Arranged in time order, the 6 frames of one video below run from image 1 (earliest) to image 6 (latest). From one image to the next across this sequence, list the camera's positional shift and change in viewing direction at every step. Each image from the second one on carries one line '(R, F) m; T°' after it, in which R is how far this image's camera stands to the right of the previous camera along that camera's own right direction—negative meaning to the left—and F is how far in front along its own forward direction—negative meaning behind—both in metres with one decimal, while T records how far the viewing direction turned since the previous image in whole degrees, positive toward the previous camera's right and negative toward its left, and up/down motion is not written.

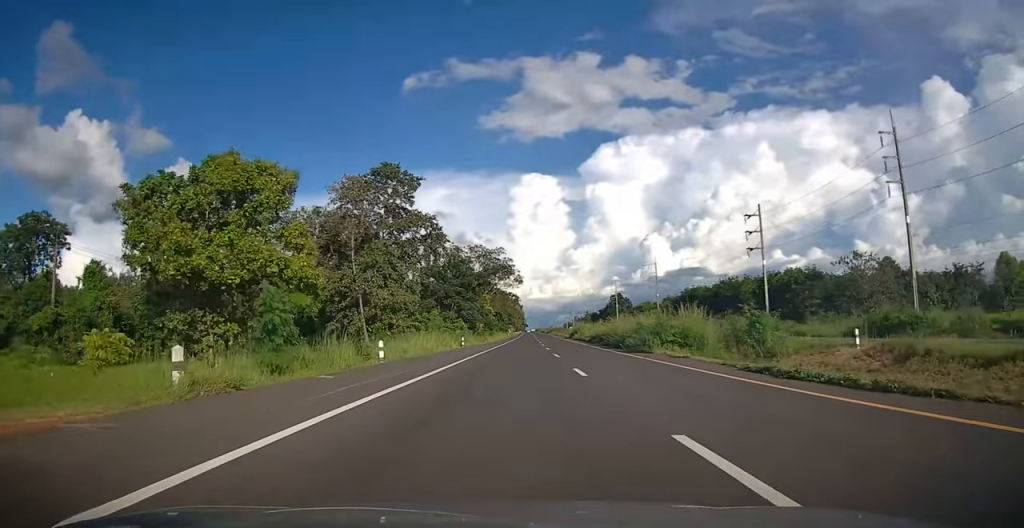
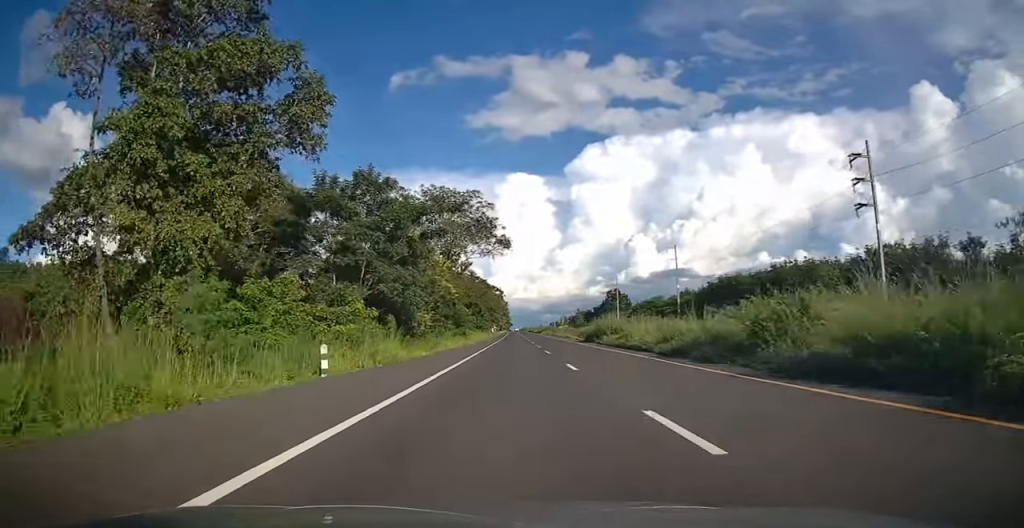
(+0.3, +33.9) m; +2°
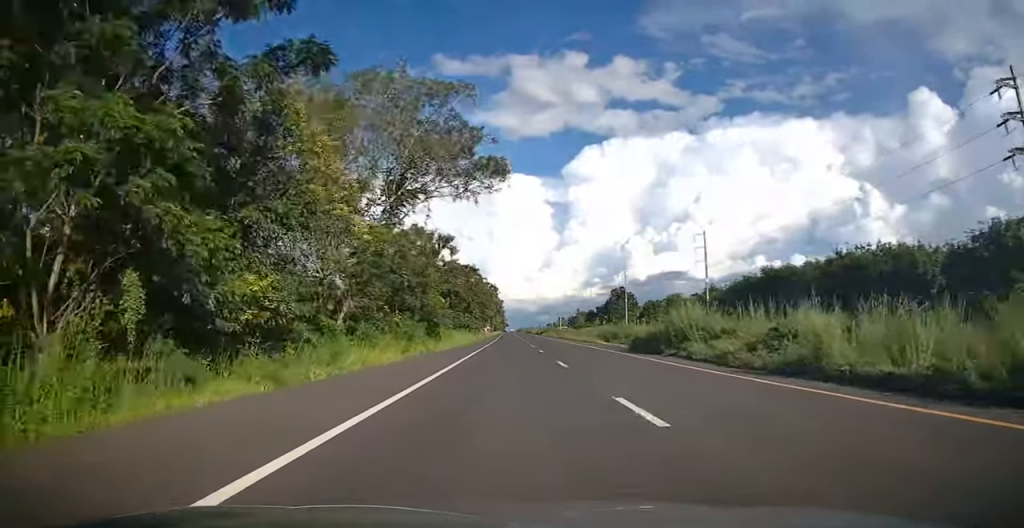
(+0.3, +22.3) m; +1°
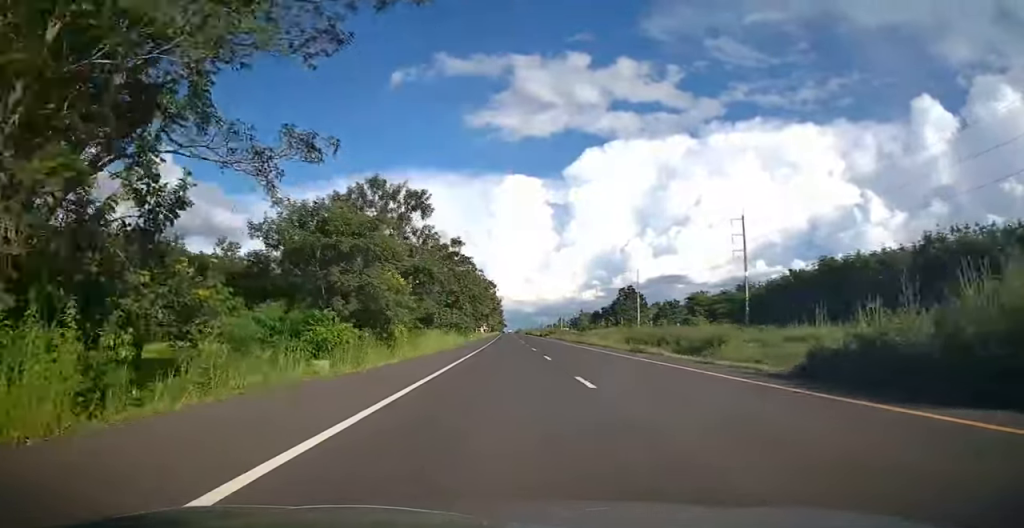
(0.0, +19.0) m; 0°
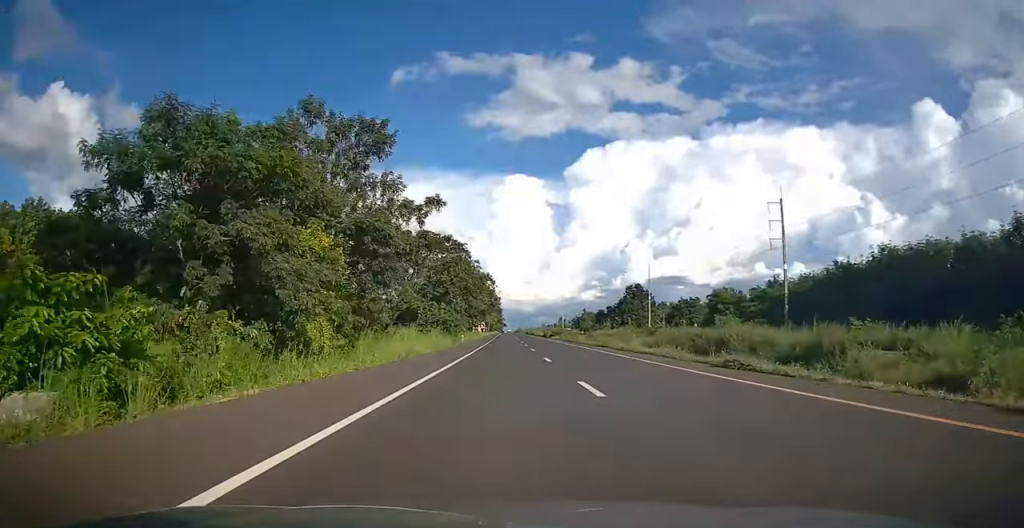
(-0.1, +13.6) m; 0°
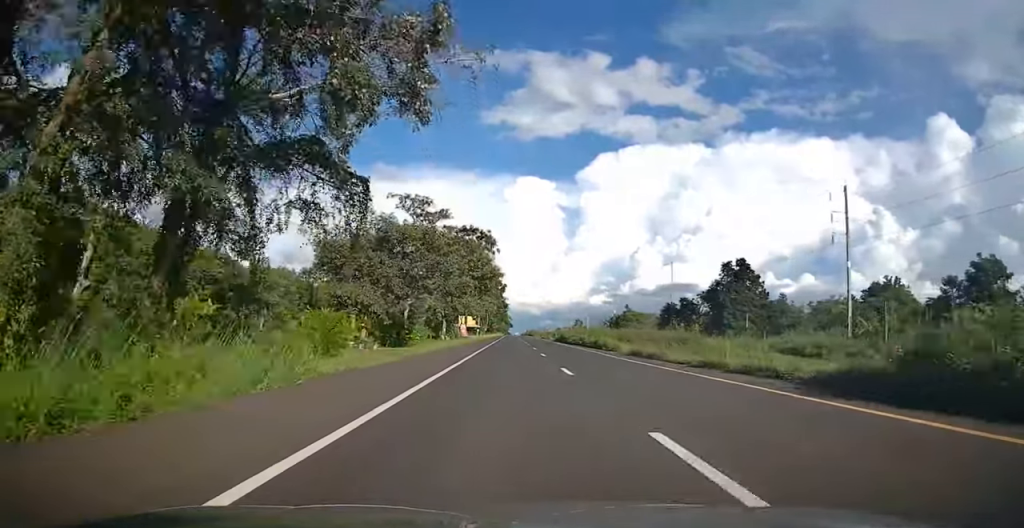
(+0.4, +90.3) m; 0°
